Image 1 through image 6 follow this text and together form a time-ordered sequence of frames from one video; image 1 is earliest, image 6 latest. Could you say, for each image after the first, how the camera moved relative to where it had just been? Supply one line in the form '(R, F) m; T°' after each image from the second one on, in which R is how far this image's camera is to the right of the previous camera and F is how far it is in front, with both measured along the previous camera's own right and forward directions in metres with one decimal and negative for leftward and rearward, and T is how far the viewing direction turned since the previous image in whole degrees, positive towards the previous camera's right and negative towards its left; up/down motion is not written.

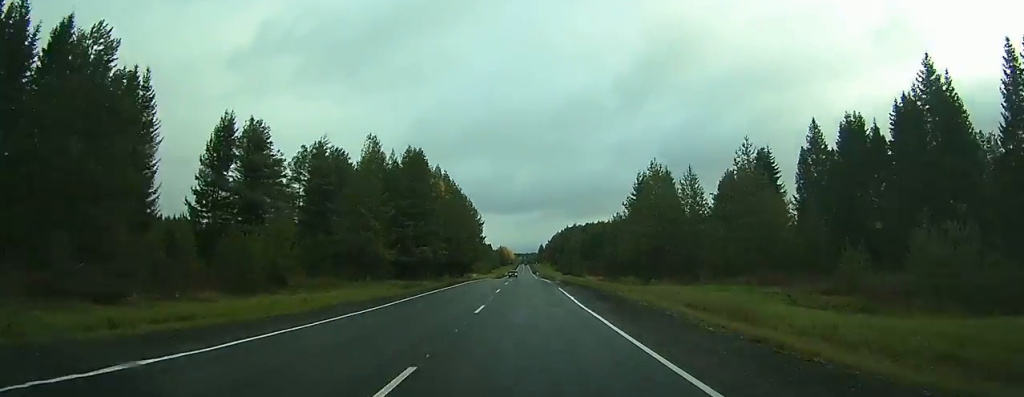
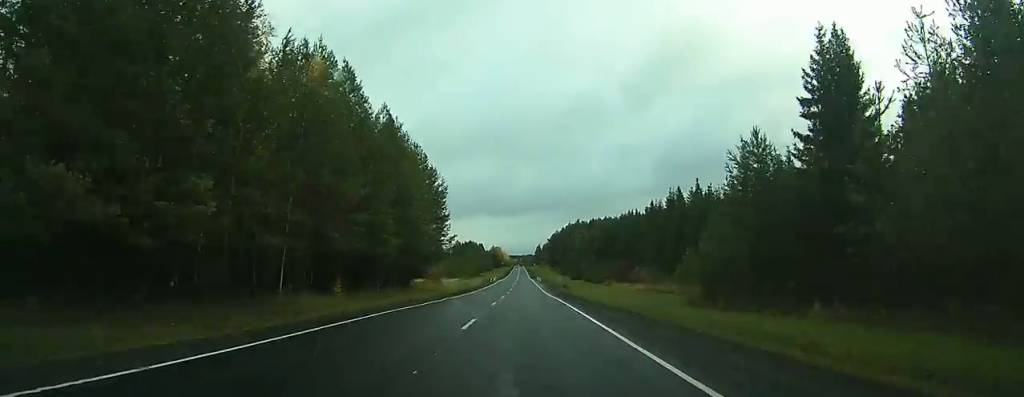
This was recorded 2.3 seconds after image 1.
(-0.1, +52.5) m; 0°
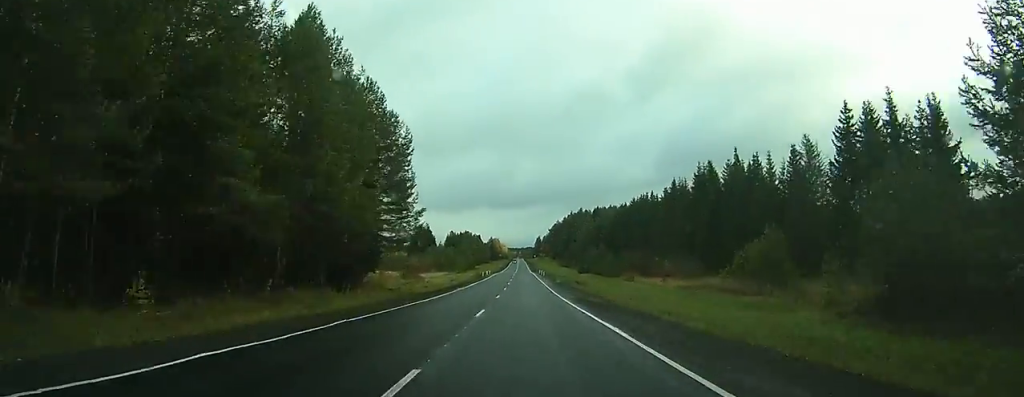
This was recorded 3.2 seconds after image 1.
(0.0, +21.6) m; 0°
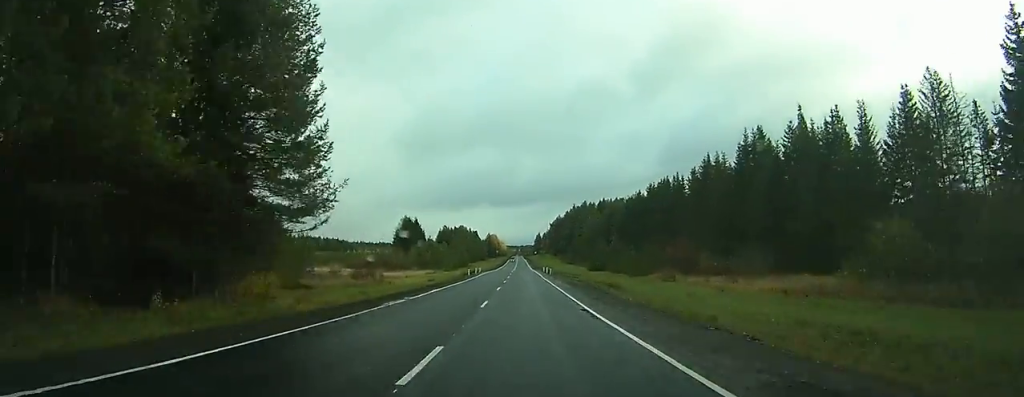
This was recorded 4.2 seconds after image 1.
(0.0, +23.0) m; 0°
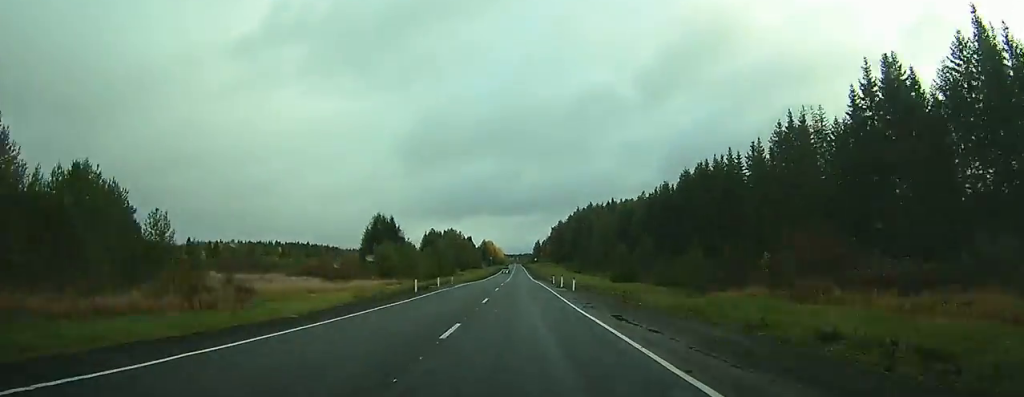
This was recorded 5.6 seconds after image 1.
(0.0, +32.1) m; 0°
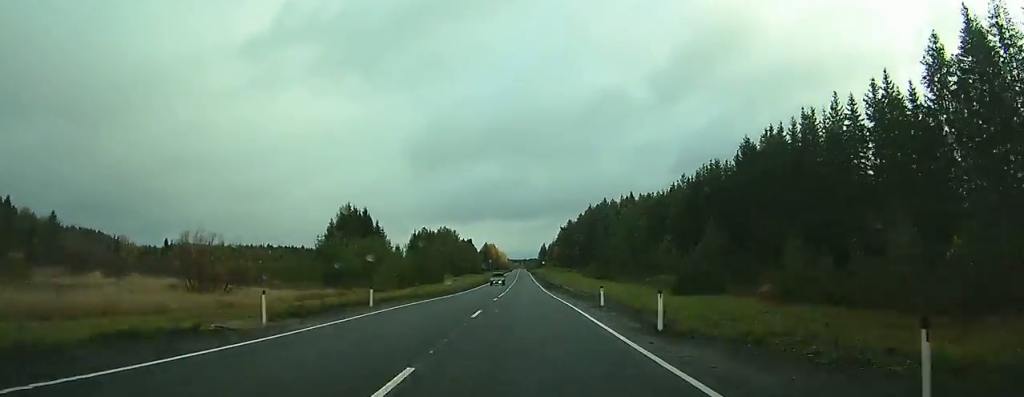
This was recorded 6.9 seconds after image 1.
(+0.1, +30.3) m; 0°
